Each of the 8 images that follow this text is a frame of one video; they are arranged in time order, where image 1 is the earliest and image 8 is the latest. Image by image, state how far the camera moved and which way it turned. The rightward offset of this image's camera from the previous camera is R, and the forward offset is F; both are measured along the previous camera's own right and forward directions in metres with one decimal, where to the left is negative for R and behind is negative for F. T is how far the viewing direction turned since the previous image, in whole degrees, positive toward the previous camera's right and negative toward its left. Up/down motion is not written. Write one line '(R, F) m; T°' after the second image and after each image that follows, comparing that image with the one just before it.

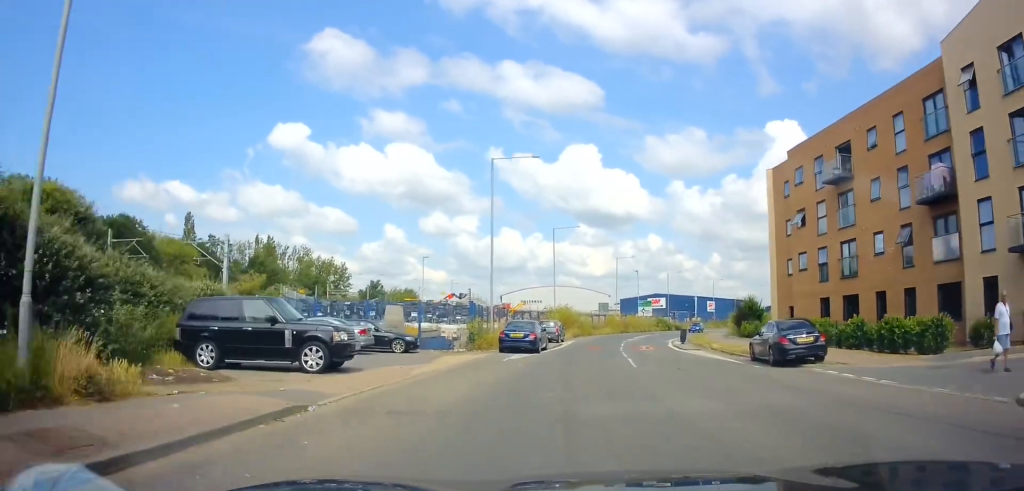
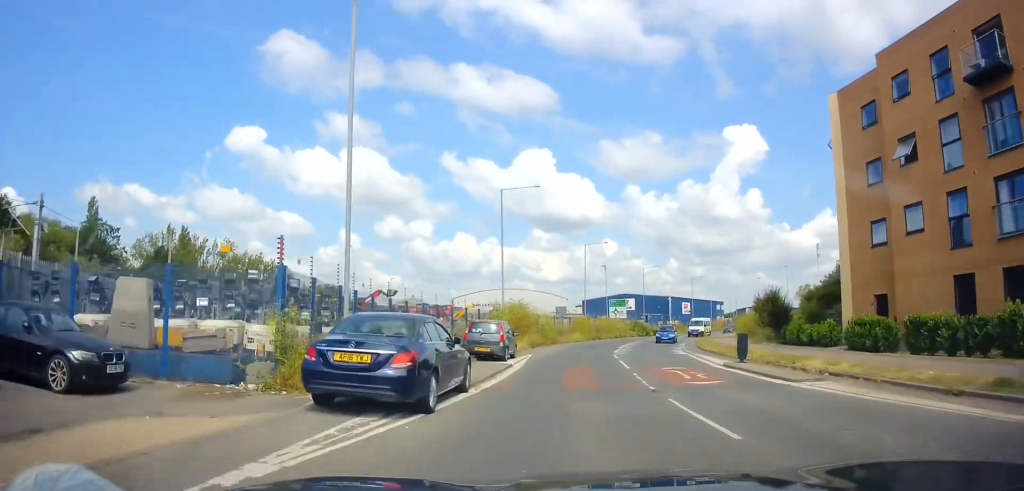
(+0.4, +17.0) m; +4°
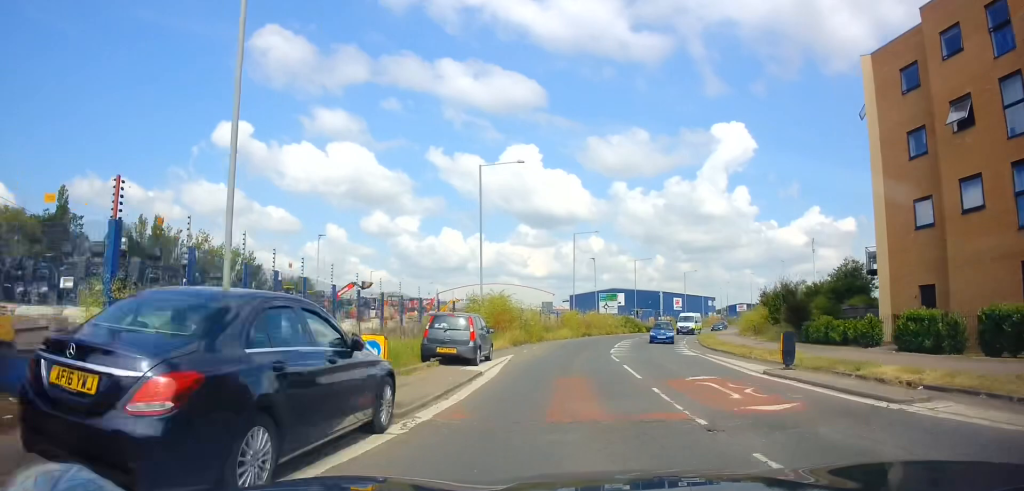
(+0.1, +4.7) m; +1°
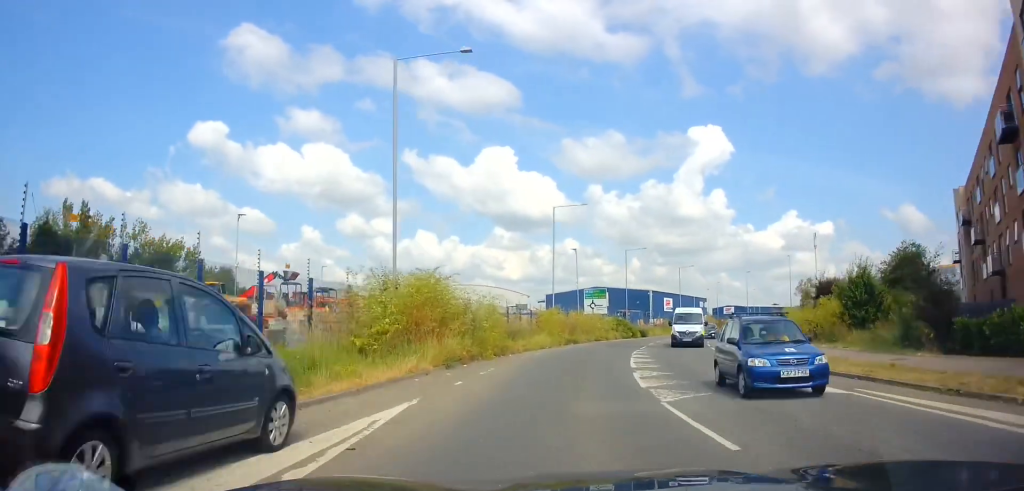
(+0.3, +13.9) m; +3°
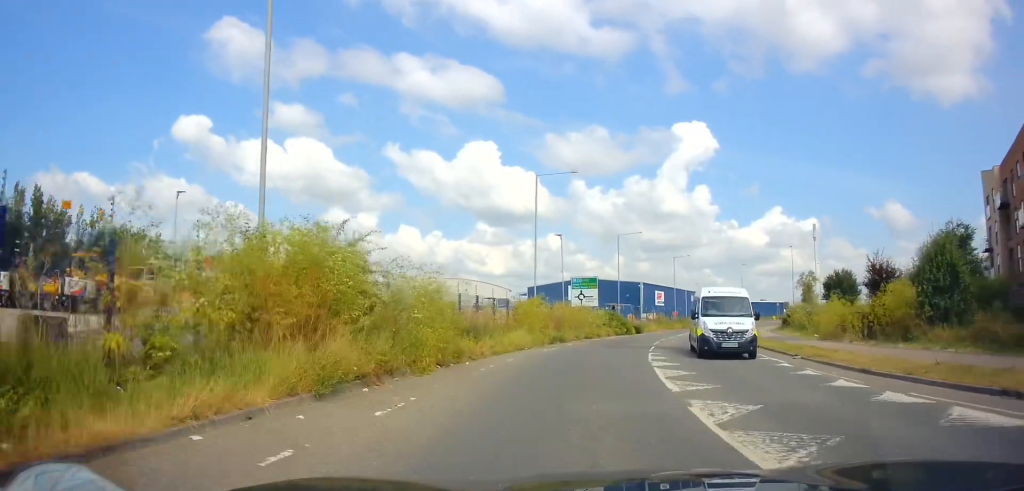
(0.0, +7.4) m; +2°
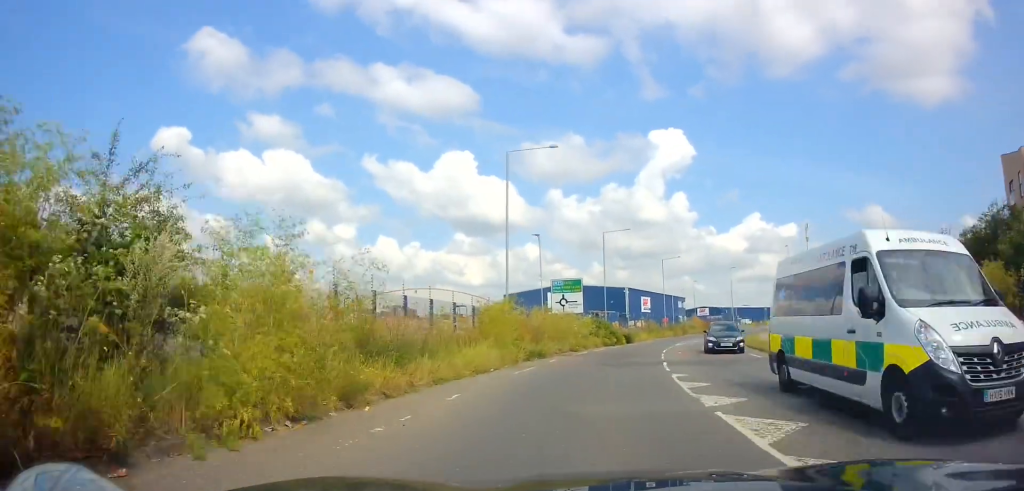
(+0.3, +7.1) m; +2°
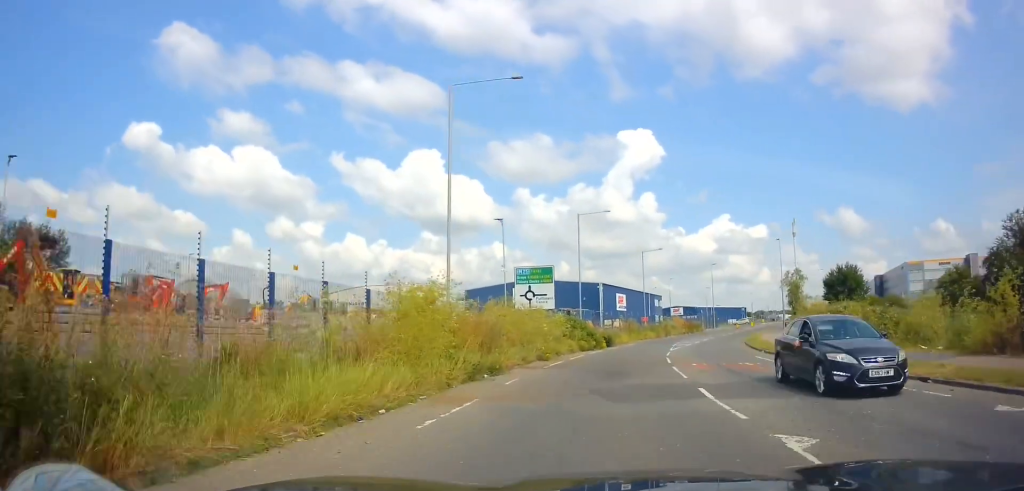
(+0.1, +8.3) m; +3°
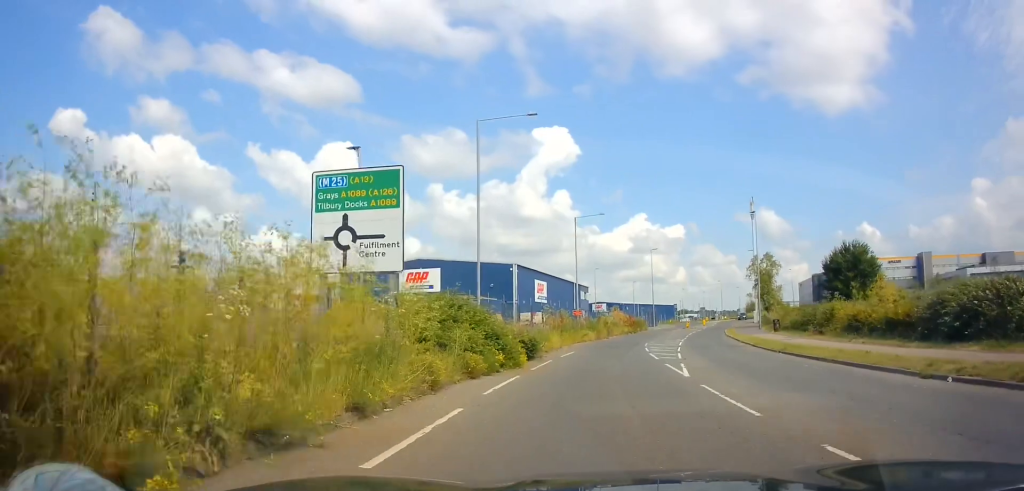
(+1.4, +19.1) m; +8°
